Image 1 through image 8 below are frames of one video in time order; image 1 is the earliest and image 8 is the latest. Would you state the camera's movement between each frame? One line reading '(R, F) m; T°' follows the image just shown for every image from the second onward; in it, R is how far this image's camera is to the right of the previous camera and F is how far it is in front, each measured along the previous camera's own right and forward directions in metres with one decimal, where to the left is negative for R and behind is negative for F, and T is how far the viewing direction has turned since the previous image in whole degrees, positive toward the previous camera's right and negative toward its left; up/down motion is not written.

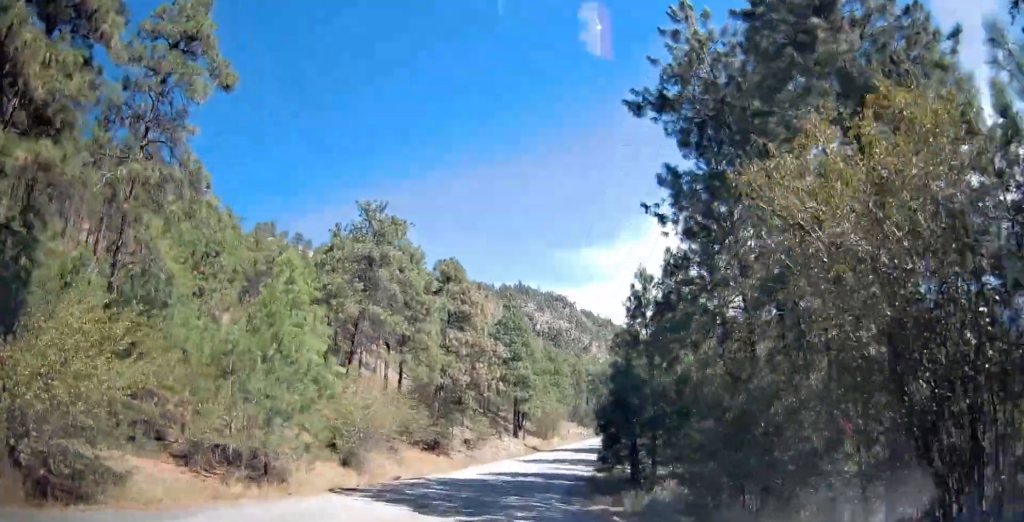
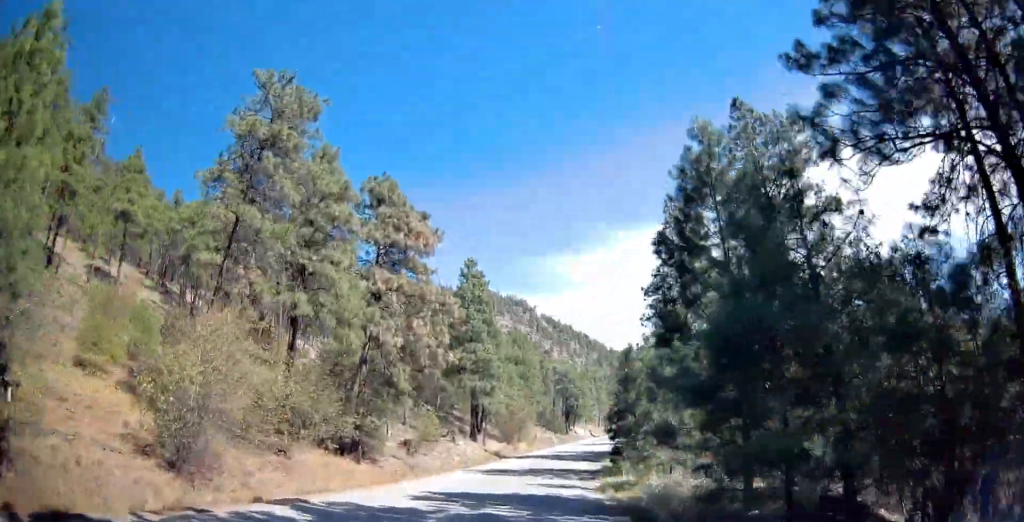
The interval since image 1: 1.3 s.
(-0.3, +14.3) m; +3°
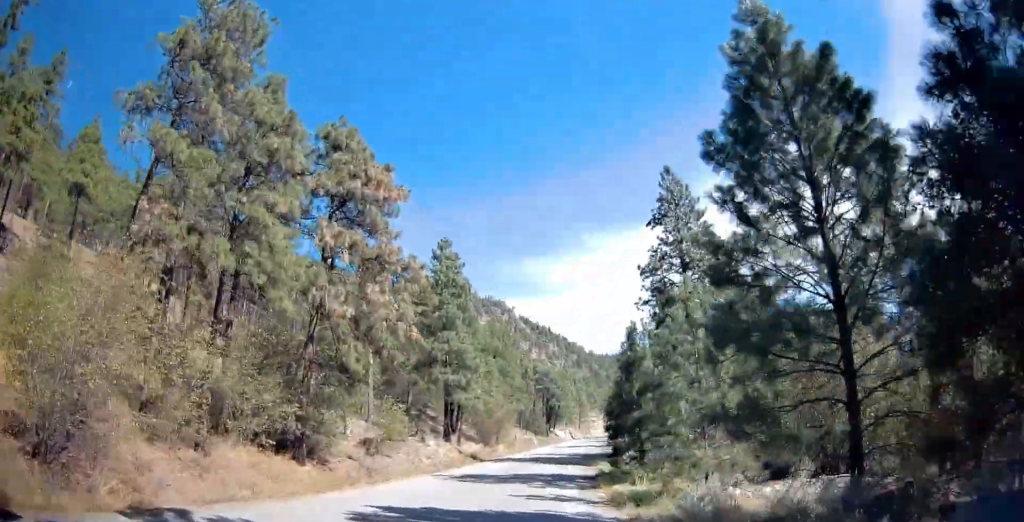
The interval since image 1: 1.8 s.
(+0.4, +5.7) m; +2°
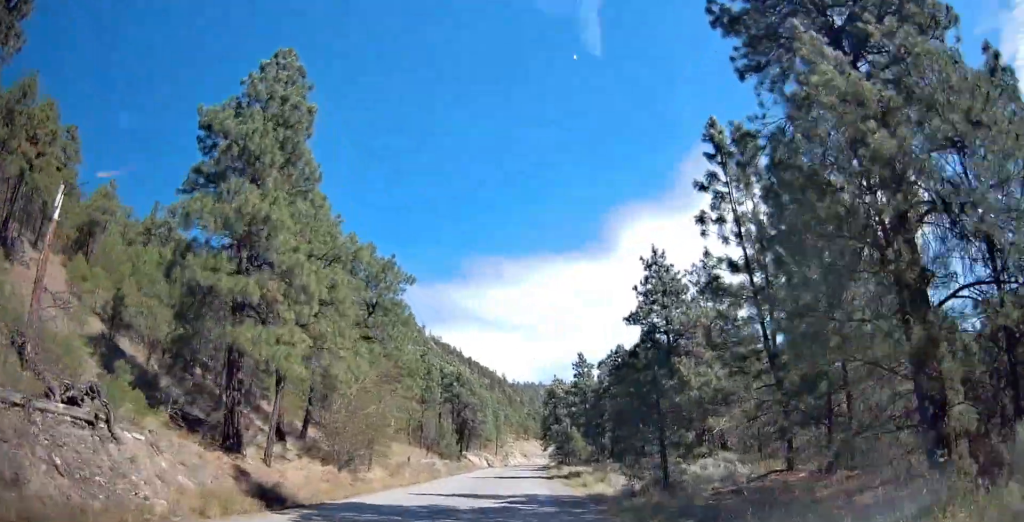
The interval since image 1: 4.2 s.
(+2.2, +27.3) m; +7°
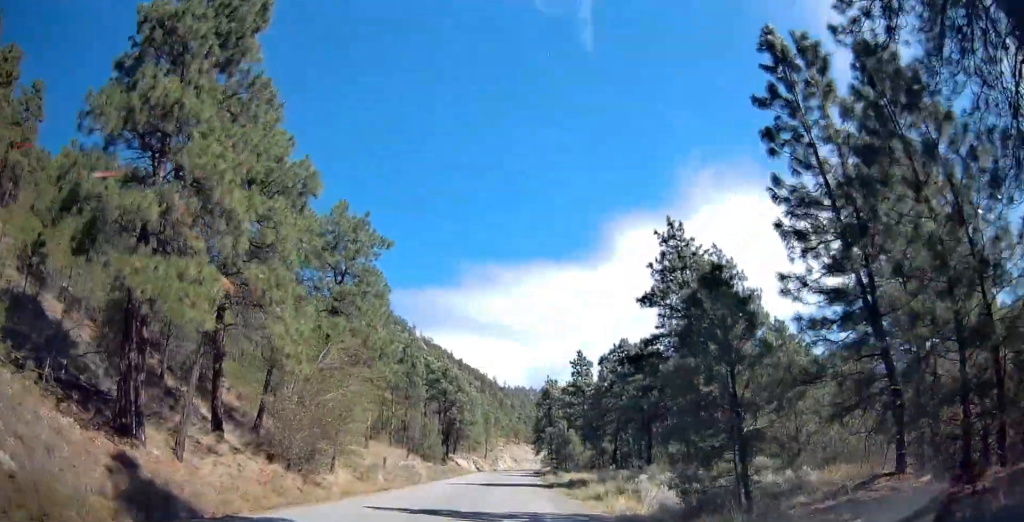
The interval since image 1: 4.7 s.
(+0.1, +6.0) m; +1°
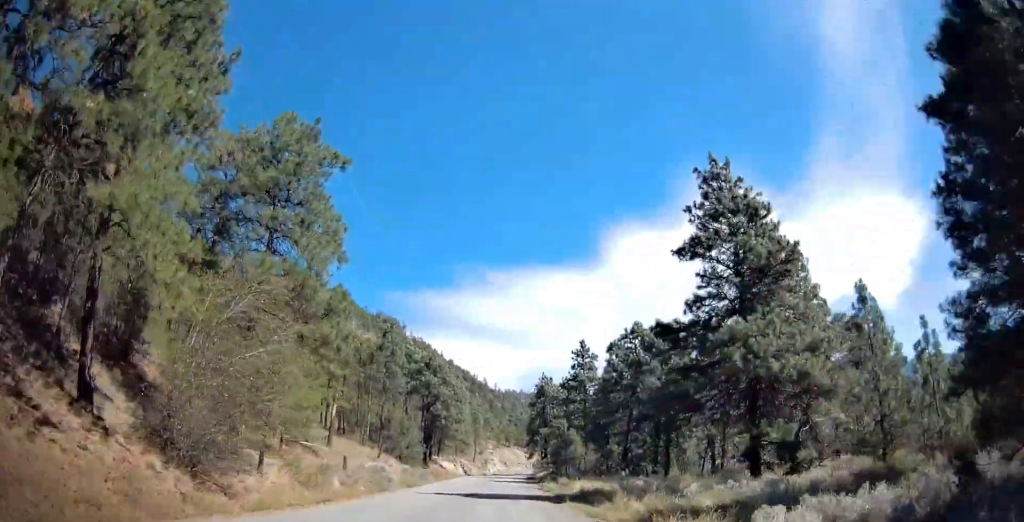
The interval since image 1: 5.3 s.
(-0.1, +8.1) m; +1°
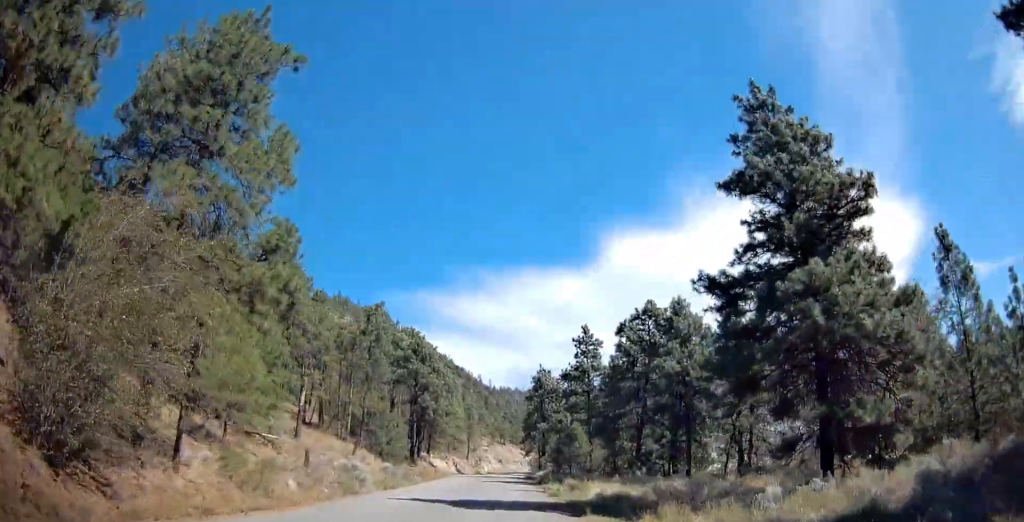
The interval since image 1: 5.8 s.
(+0.1, +5.9) m; +2°
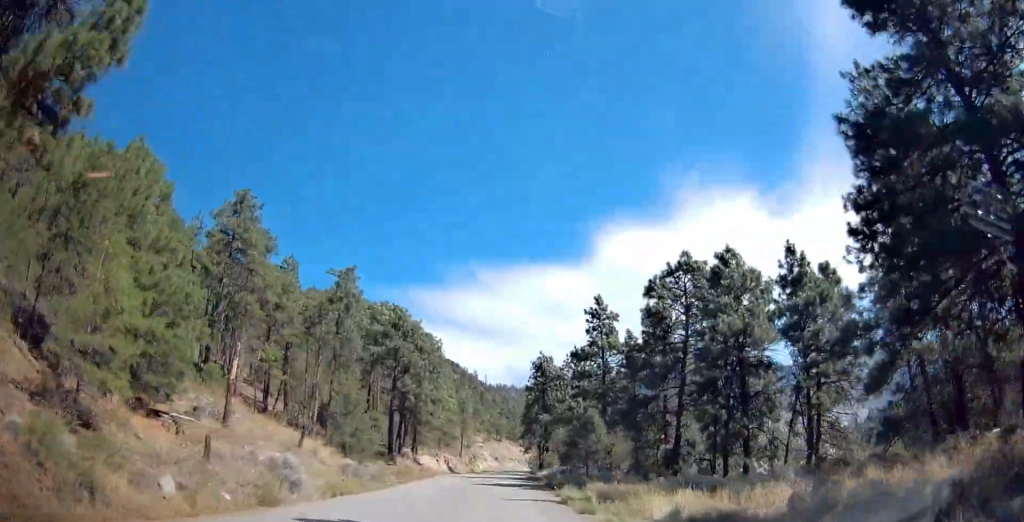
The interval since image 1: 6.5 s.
(+0.1, +9.4) m; +3°
